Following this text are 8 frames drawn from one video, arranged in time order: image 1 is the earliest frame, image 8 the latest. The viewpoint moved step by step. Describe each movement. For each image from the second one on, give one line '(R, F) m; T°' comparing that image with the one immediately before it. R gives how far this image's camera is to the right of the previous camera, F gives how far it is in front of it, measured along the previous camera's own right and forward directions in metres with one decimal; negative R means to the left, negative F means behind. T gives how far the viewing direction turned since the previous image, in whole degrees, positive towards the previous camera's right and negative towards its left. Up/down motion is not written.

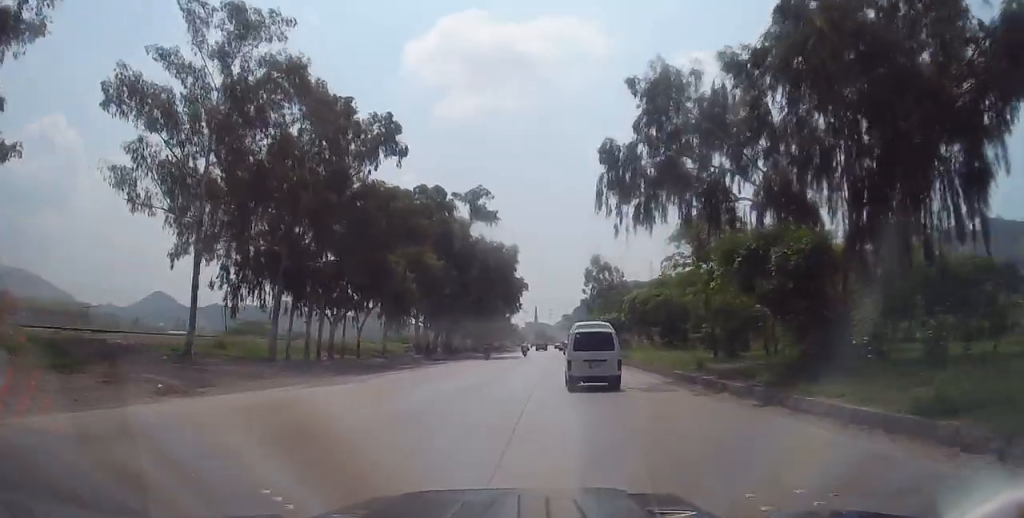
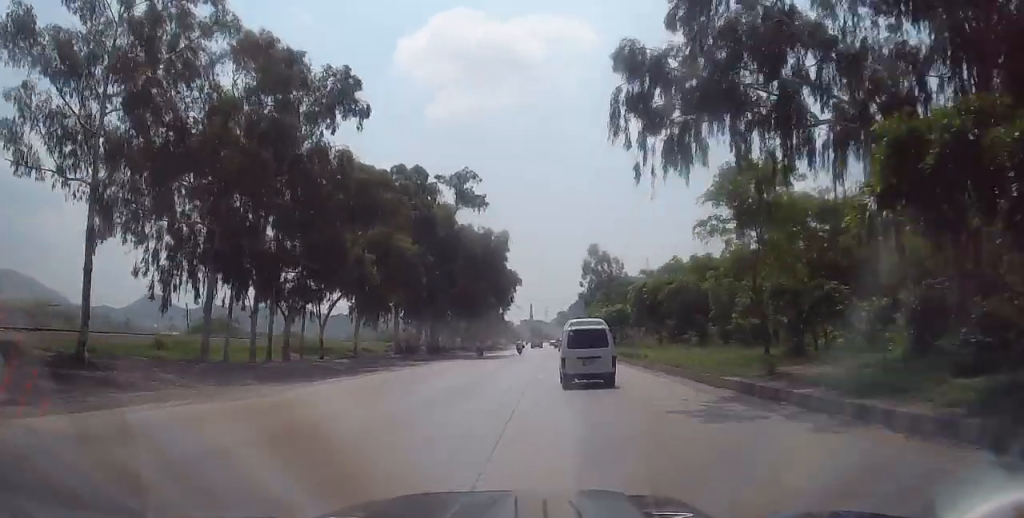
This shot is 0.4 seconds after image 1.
(+0.2, +7.1) m; 0°
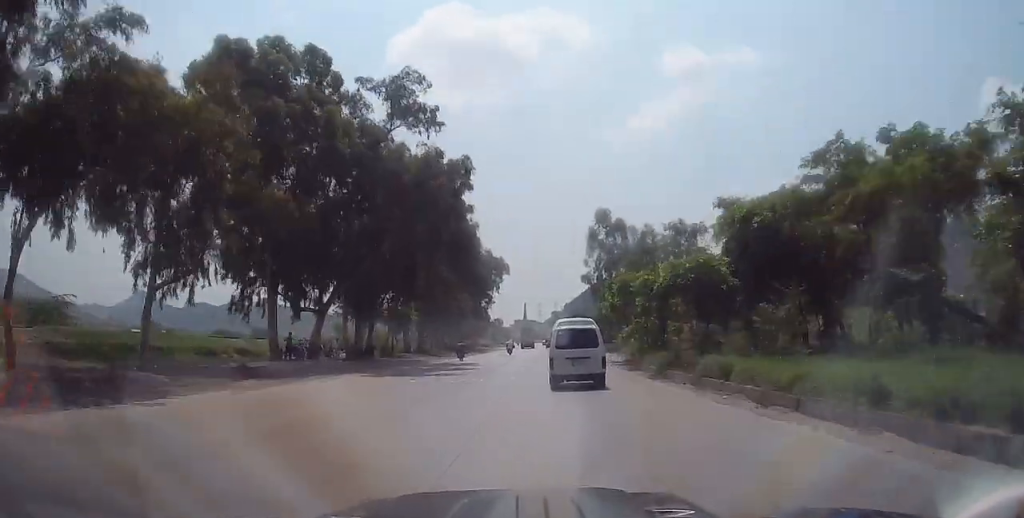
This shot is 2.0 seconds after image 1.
(-0.4, +26.4) m; -1°
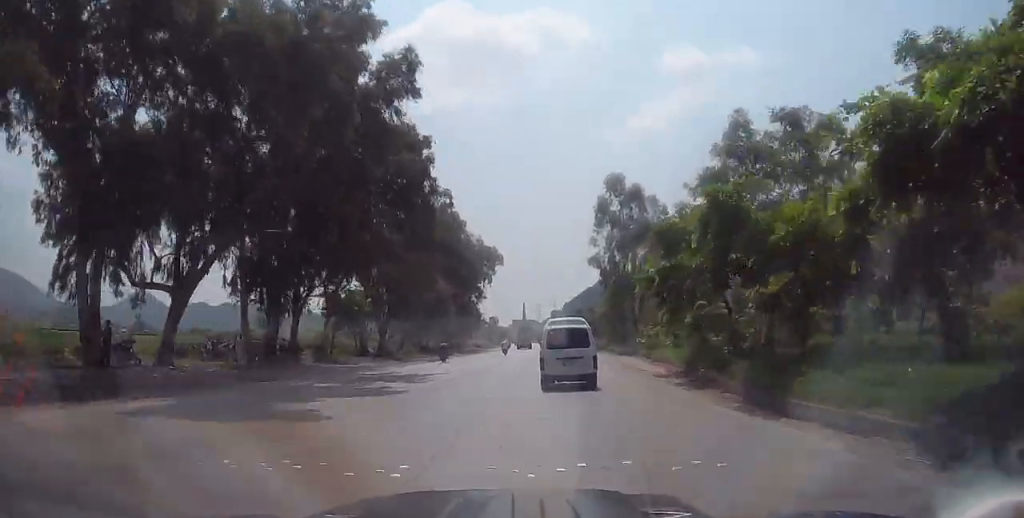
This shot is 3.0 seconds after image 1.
(+0.1, +15.5) m; +1°
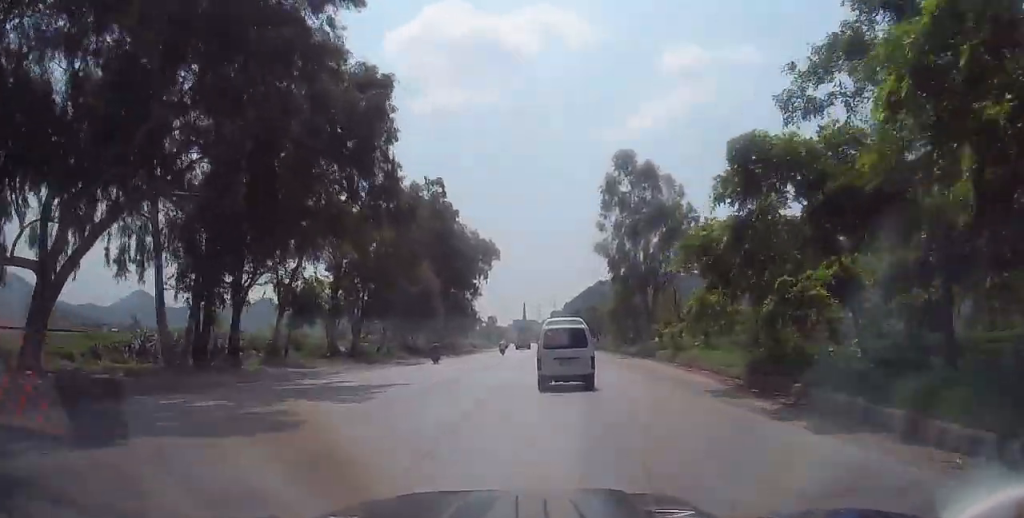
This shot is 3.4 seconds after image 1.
(+0.1, +7.1) m; 0°
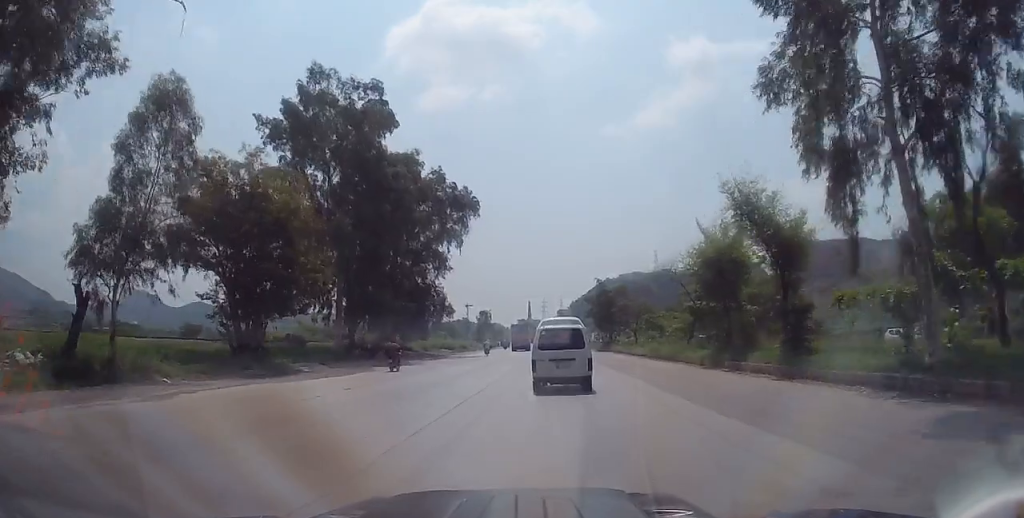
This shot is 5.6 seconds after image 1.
(+0.1, +36.1) m; +1°
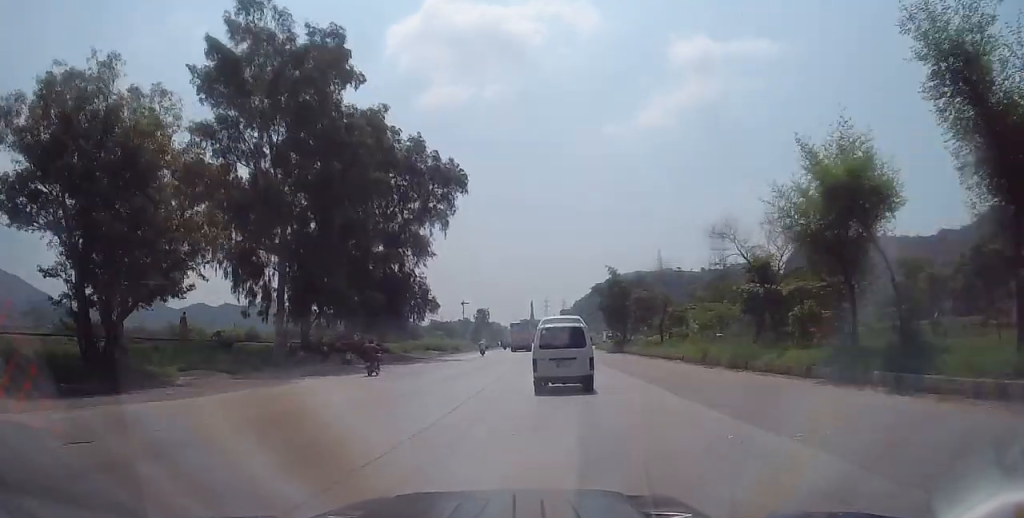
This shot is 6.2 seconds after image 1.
(0.0, +11.1) m; -1°
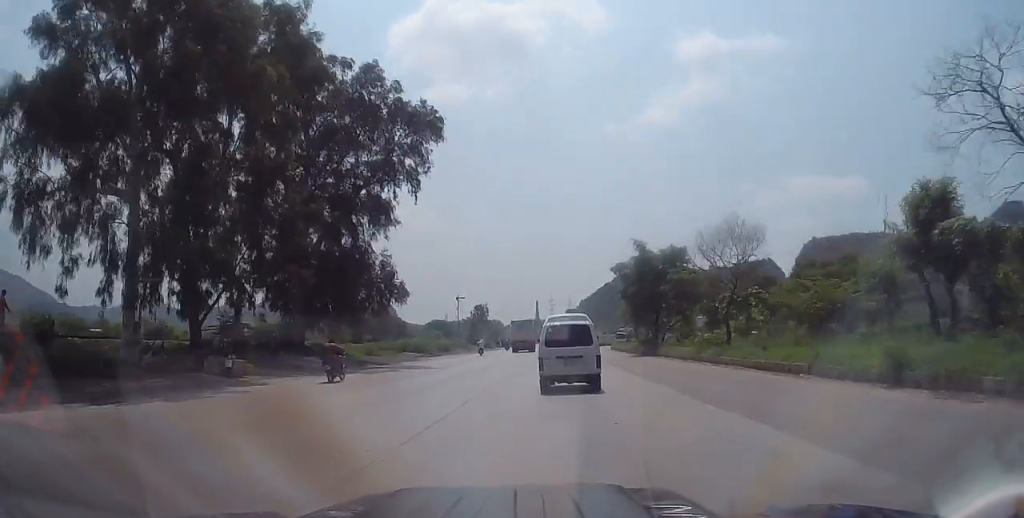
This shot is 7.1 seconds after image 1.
(-0.1, +15.0) m; -1°
